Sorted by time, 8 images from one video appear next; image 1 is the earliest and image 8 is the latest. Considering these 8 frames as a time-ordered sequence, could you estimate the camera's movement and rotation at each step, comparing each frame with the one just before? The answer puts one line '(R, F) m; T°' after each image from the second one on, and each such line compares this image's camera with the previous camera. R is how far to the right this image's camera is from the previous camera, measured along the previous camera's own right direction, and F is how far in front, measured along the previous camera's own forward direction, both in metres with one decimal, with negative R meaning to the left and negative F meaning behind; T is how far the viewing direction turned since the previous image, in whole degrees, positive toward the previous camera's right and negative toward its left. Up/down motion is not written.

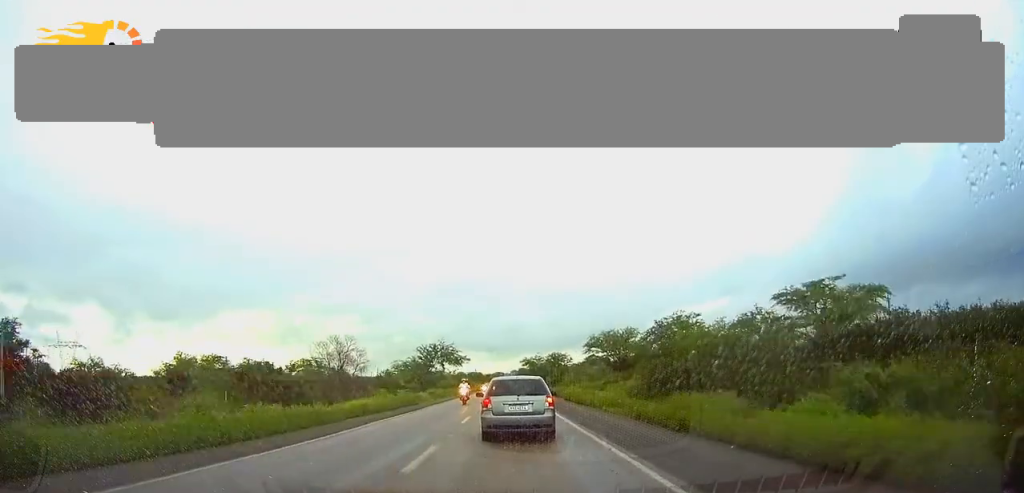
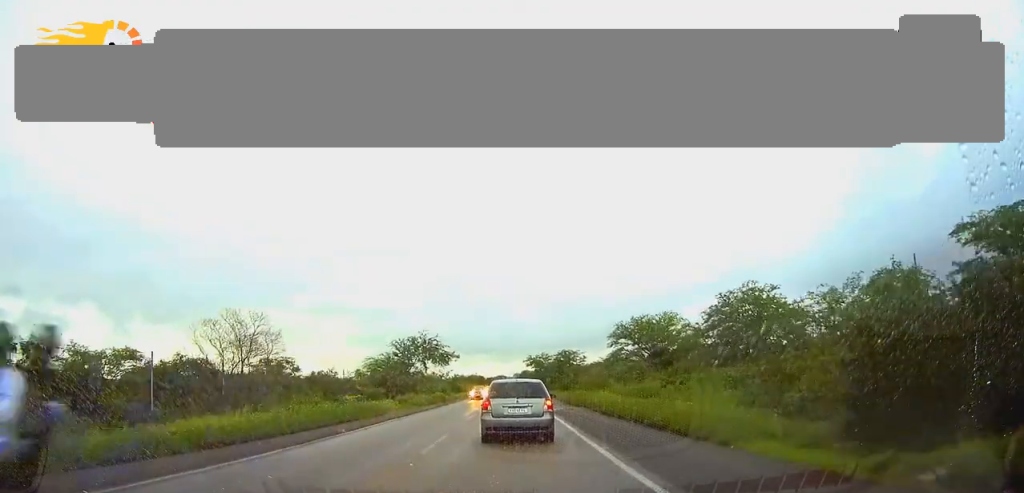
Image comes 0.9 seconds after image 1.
(0.0, +21.2) m; 0°
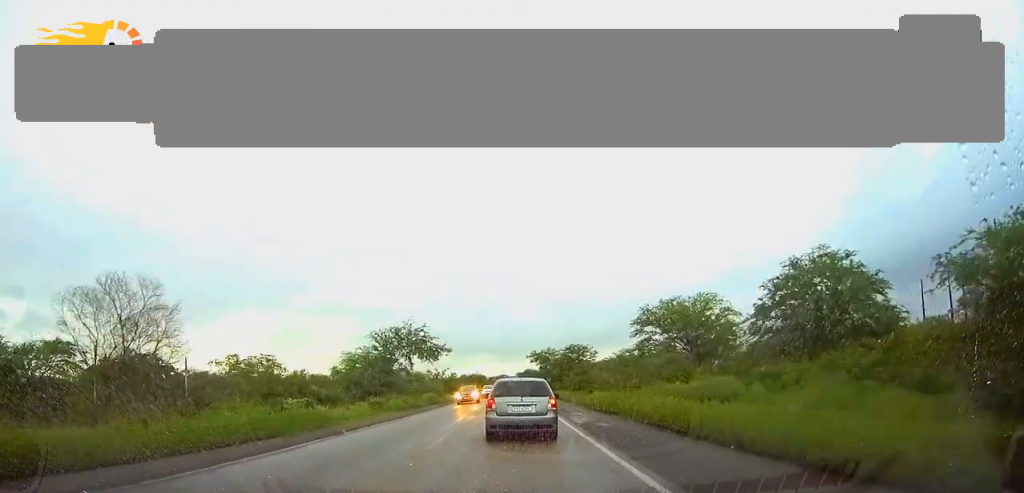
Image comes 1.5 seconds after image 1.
(0.0, +11.9) m; 0°
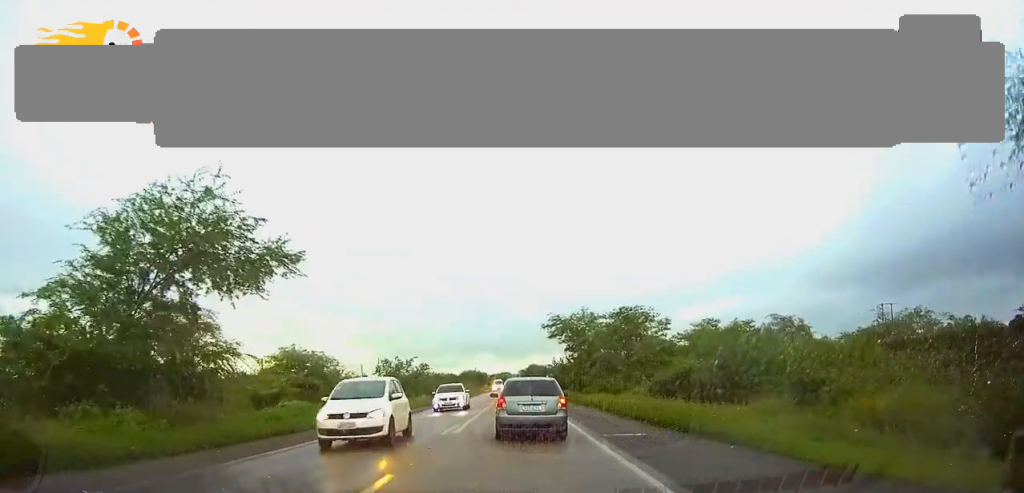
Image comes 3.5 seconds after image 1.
(0.0, +43.9) m; 0°
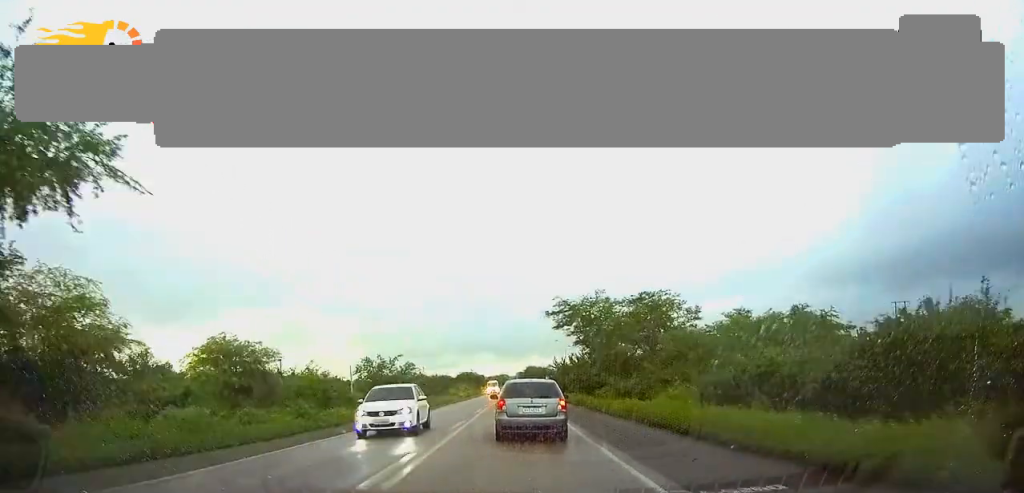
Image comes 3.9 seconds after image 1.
(0.0, +9.4) m; 0°
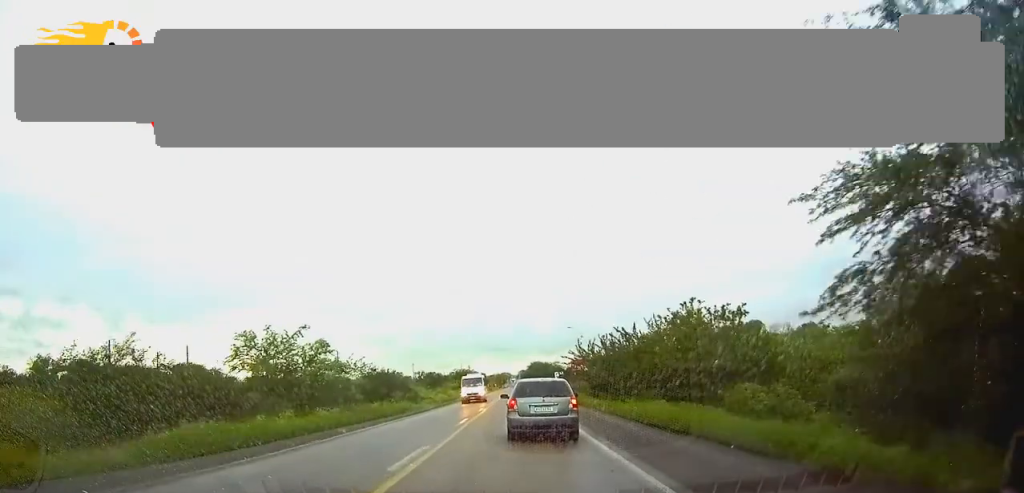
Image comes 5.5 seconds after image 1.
(+0.1, +34.1) m; 0°
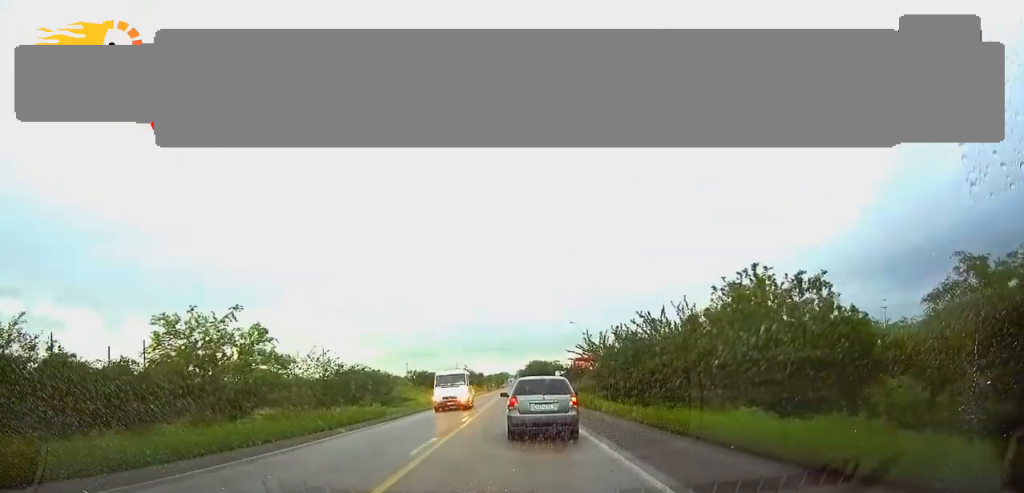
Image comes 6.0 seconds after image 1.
(0.0, +9.8) m; 0°
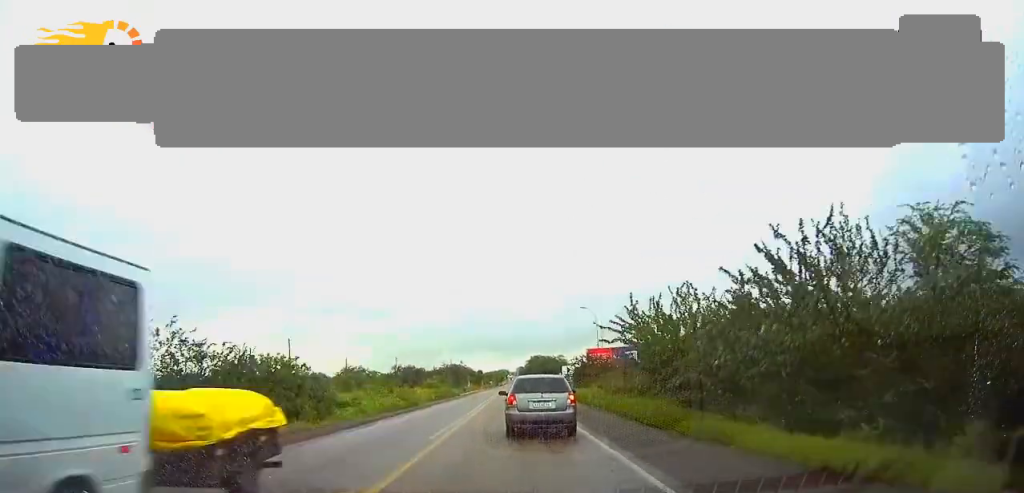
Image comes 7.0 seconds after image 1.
(-0.1, +20.8) m; 0°
